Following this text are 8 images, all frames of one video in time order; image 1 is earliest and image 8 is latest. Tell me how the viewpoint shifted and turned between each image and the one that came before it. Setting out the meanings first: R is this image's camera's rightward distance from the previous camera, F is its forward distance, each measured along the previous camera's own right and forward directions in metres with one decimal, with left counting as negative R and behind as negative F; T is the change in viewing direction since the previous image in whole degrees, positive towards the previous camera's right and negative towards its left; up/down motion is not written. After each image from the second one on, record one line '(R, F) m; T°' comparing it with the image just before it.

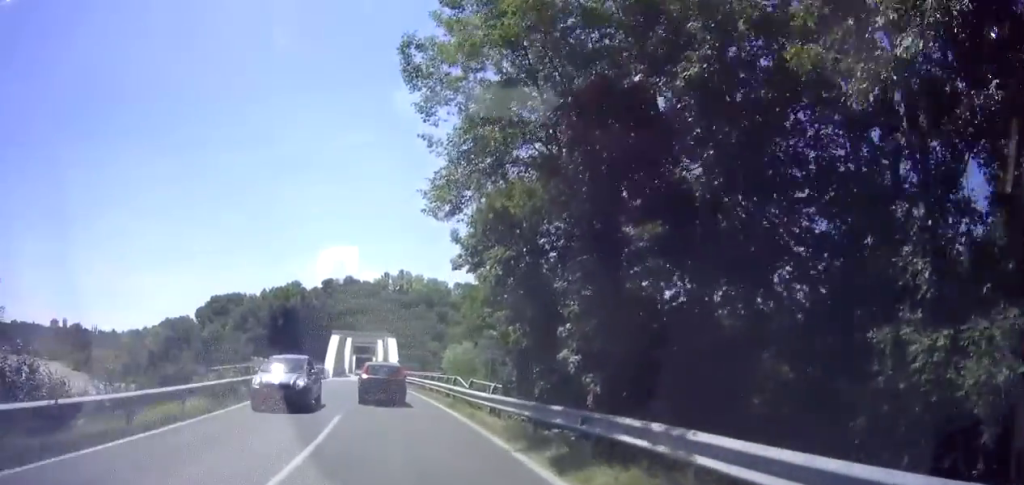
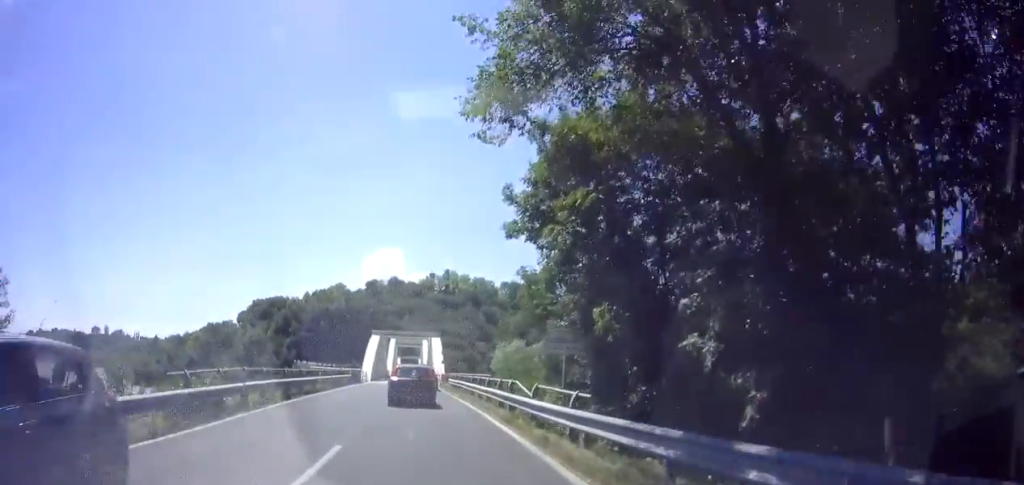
(-0.2, +5.1) m; -3°
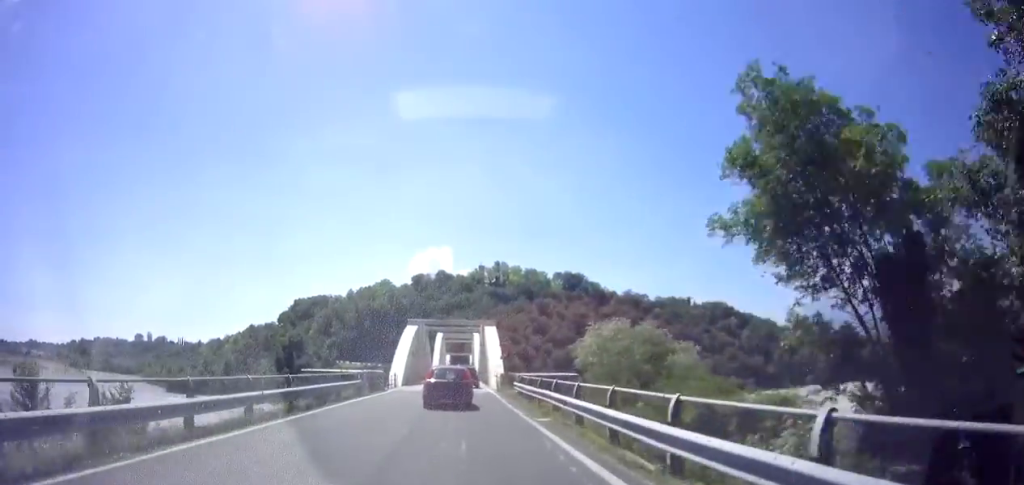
(-0.6, +14.7) m; -4°
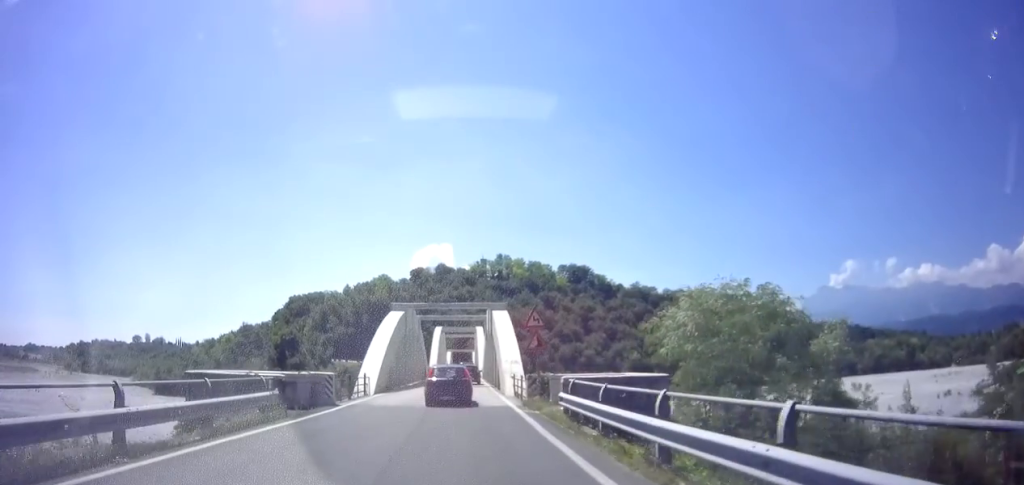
(0.0, +12.0) m; +3°
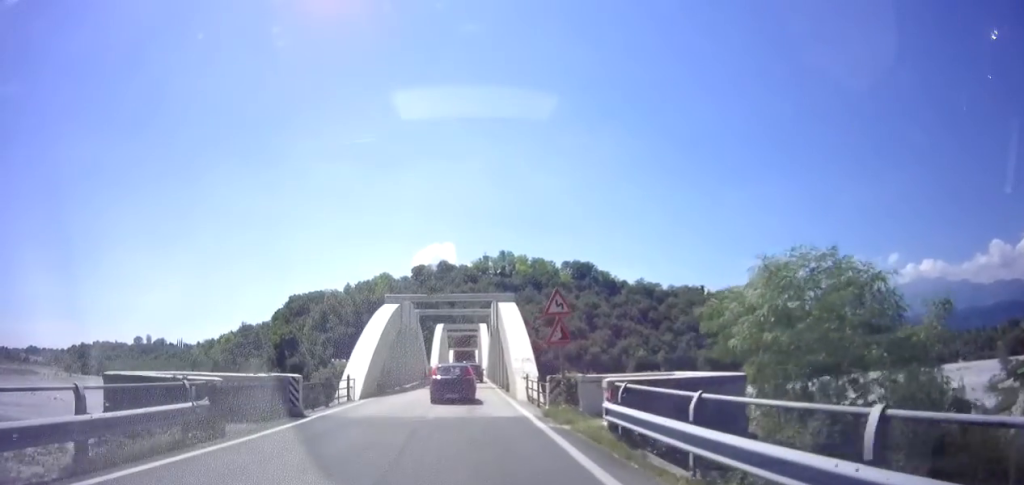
(+0.1, +4.2) m; +2°
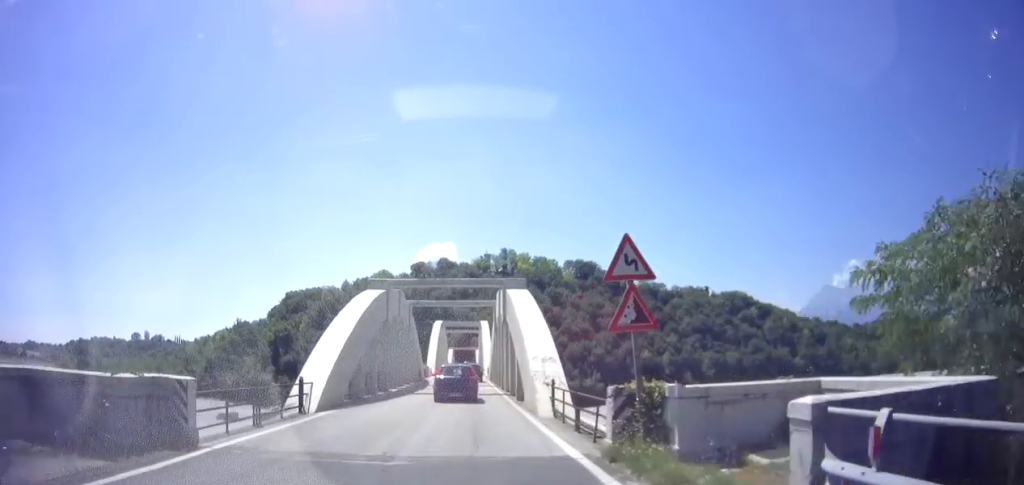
(+0.1, +6.6) m; -1°
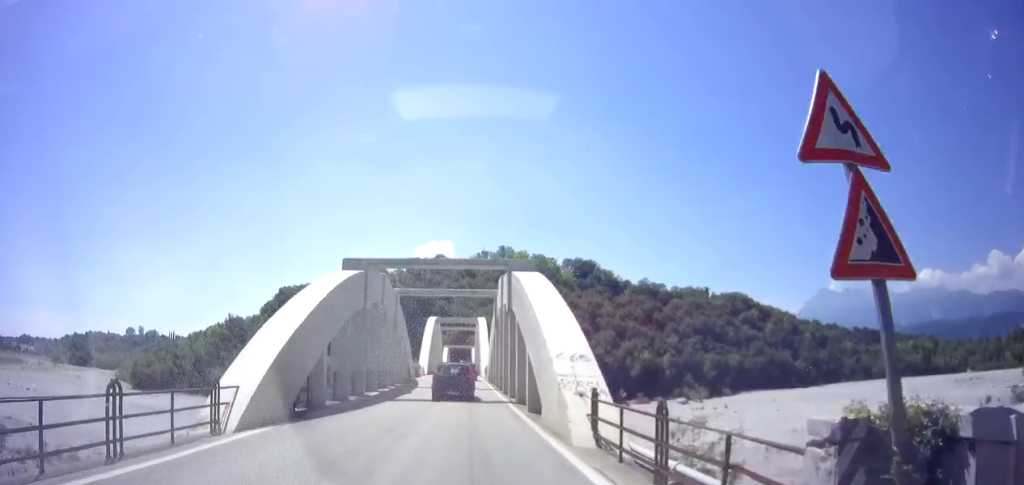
(0.0, +5.8) m; 0°
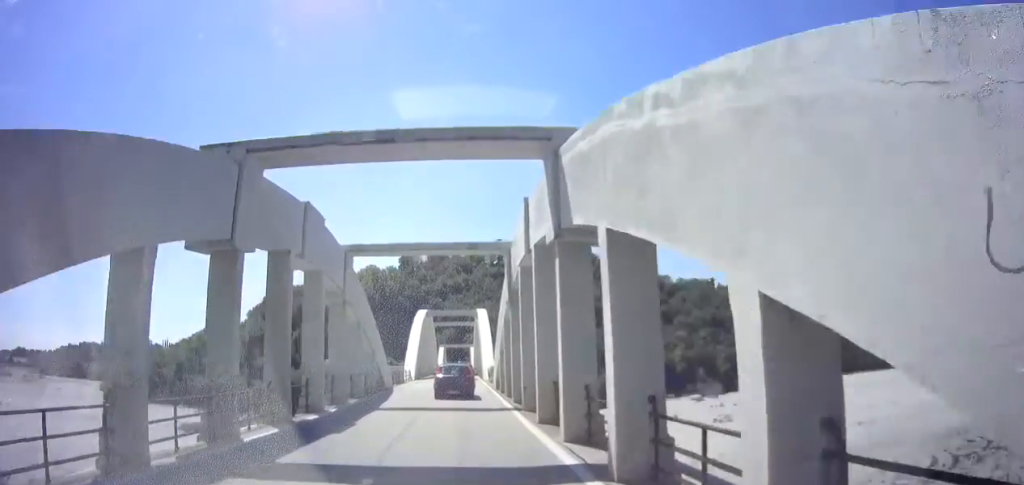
(0.0, +13.3) m; 0°
